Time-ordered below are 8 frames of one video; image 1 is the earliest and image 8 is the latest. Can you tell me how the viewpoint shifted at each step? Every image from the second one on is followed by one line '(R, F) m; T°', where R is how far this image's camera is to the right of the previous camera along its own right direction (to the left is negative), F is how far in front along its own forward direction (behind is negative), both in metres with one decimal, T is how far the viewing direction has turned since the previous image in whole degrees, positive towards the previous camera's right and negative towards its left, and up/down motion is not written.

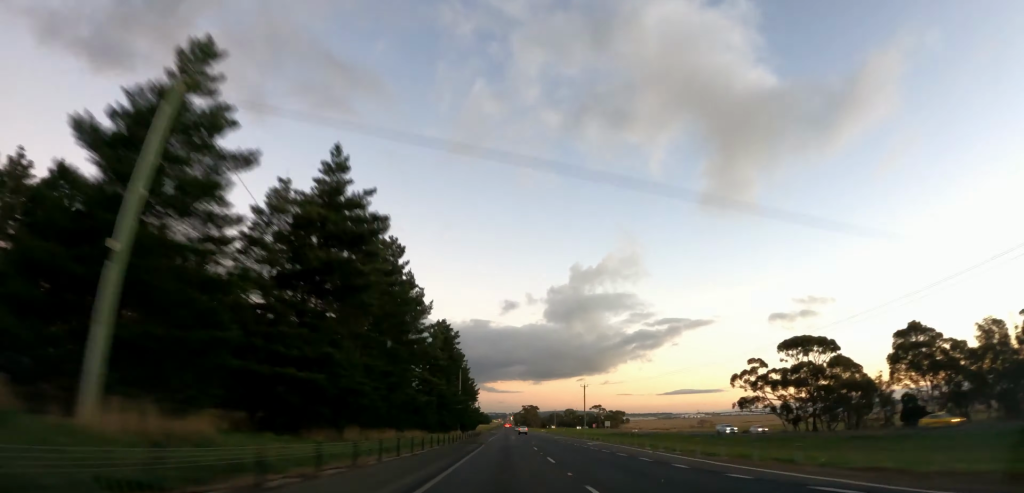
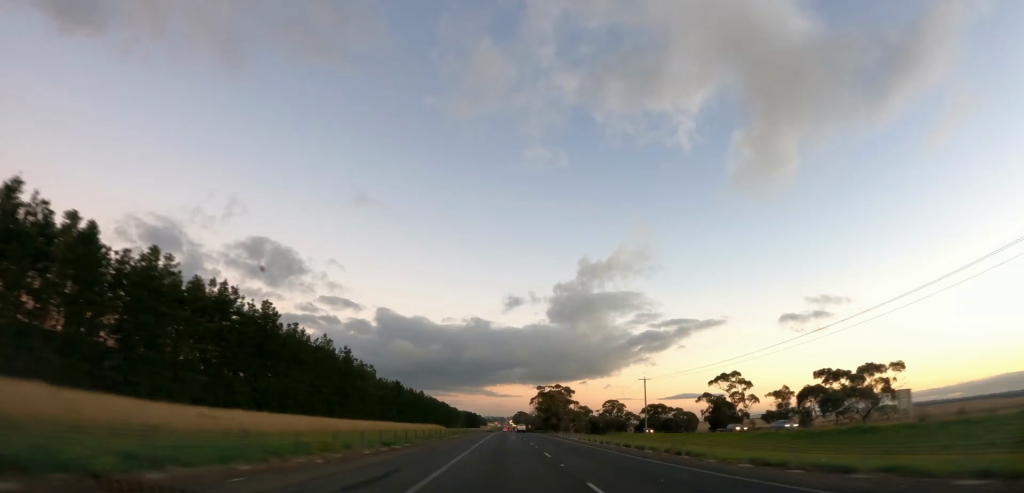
(-0.4, +12.7) m; -1°
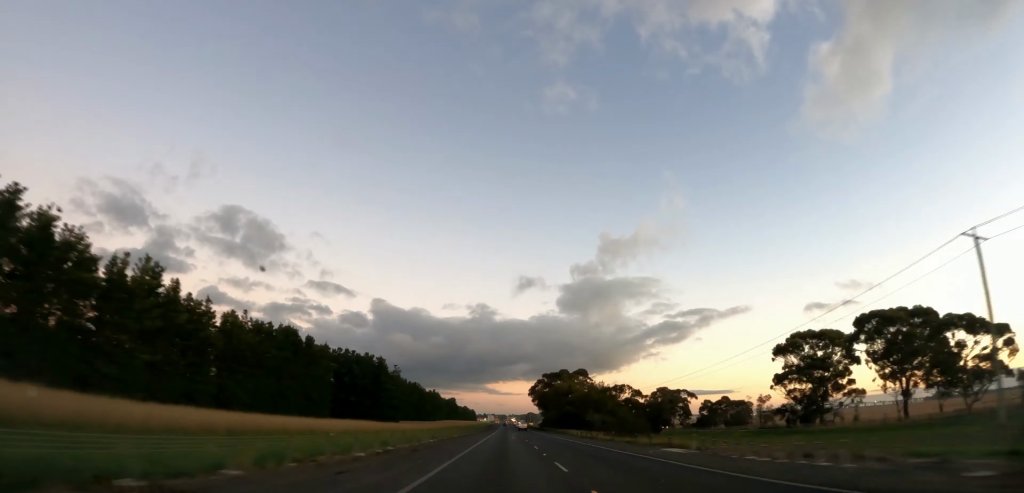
(-0.4, +23.4) m; 0°
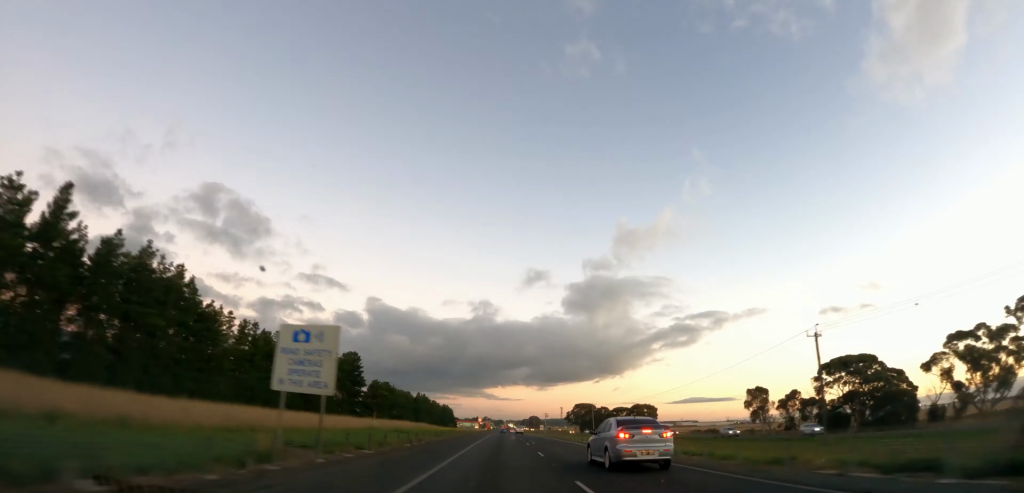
(-0.1, +15.6) m; +1°
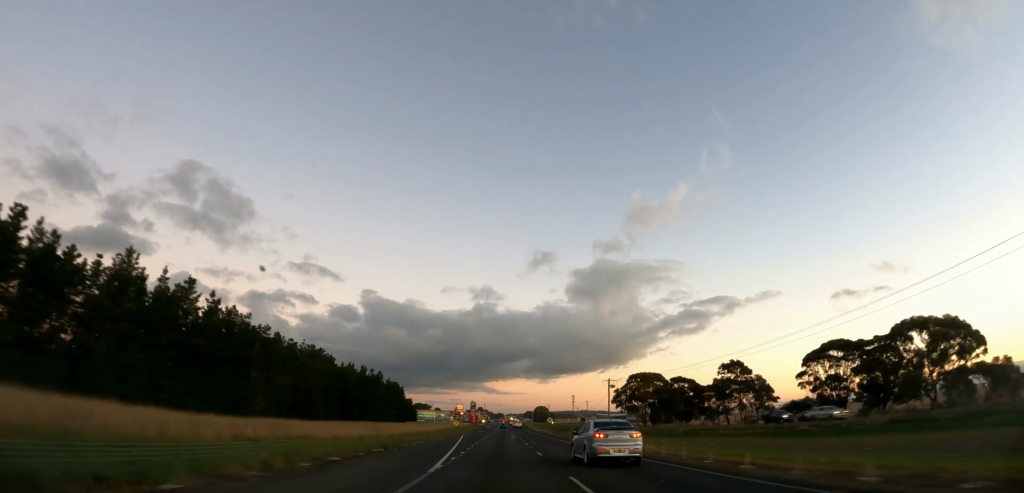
(+0.1, +13.6) m; 0°
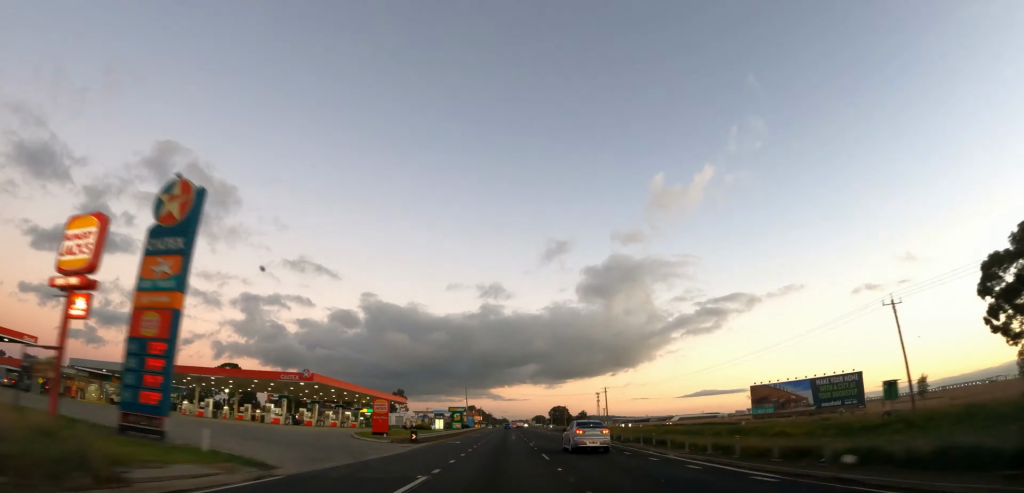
(+0.5, +15.6) m; 0°
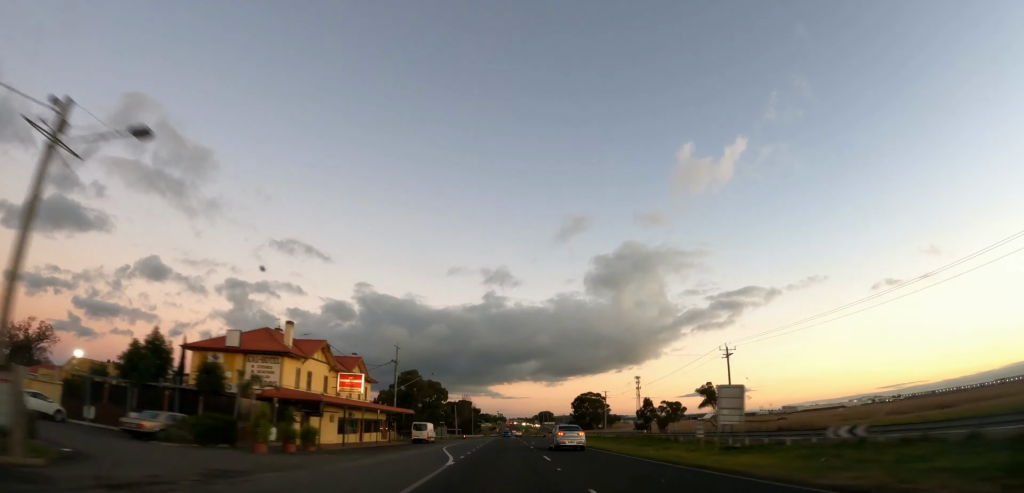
(-0.2, +17.5) m; -1°
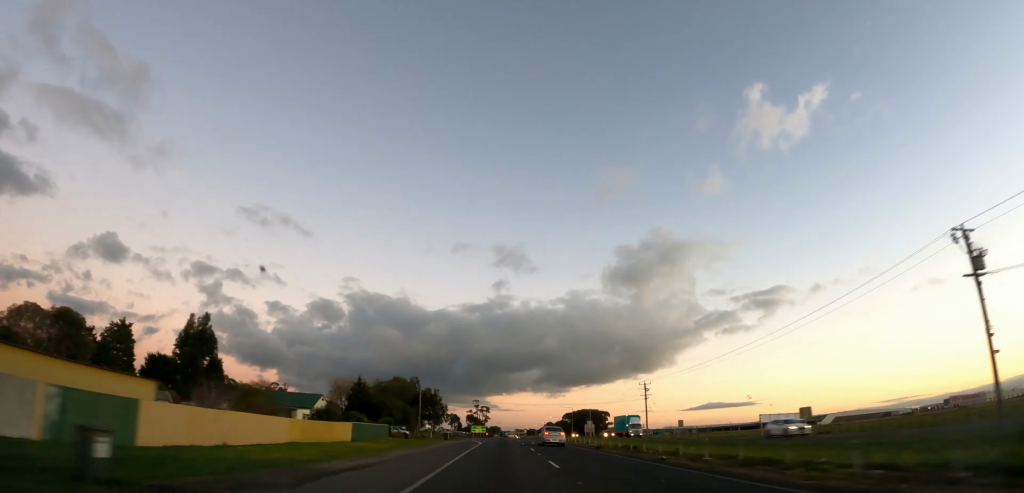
(-1.2, +33.2) m; -2°
